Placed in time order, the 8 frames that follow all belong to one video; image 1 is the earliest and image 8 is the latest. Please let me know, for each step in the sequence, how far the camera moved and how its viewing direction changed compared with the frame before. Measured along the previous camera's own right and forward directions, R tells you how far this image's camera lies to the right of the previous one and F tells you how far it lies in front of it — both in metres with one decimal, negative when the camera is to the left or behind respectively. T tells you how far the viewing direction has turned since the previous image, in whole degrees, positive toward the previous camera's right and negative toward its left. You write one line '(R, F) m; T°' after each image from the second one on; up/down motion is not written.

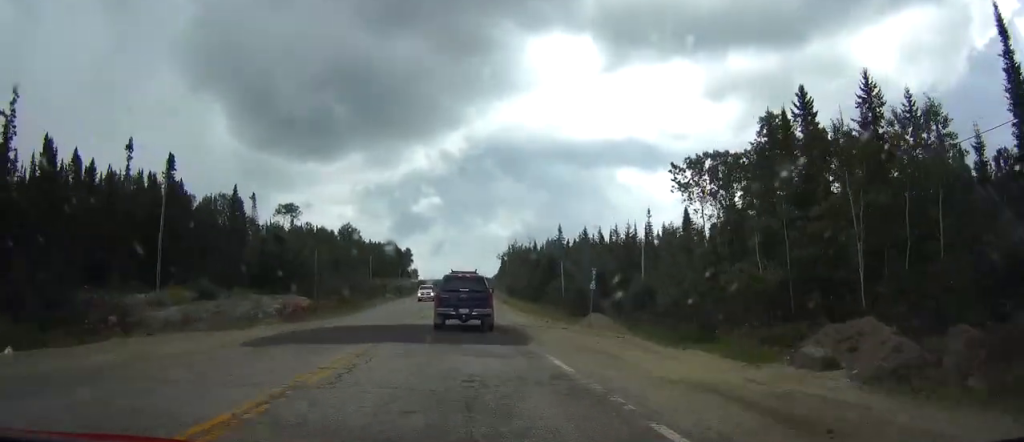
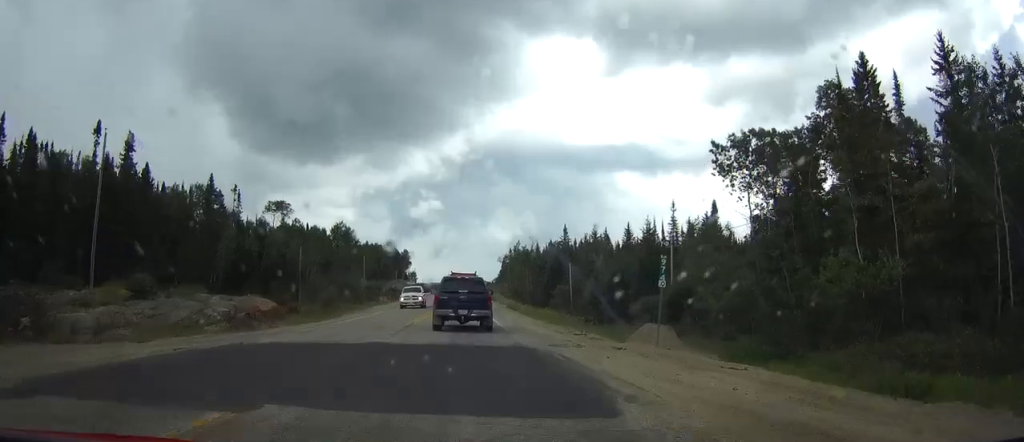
(0.0, +10.3) m; 0°
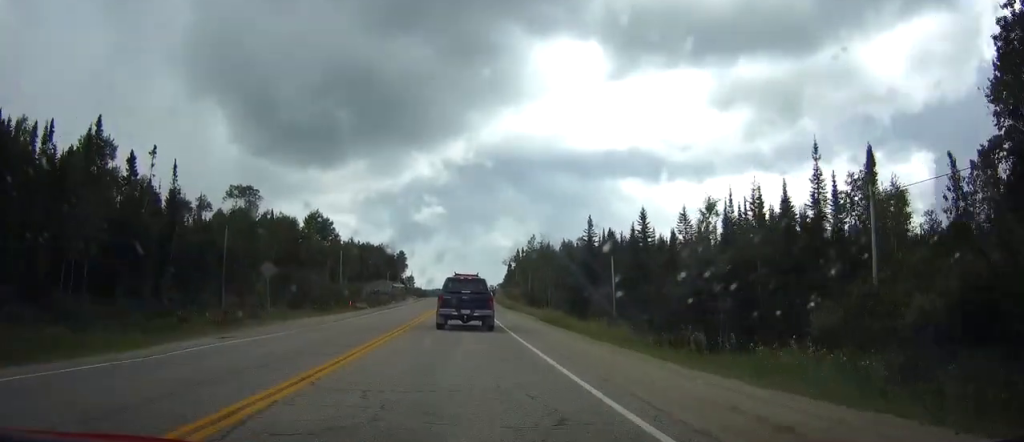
(0.0, +32.9) m; 0°
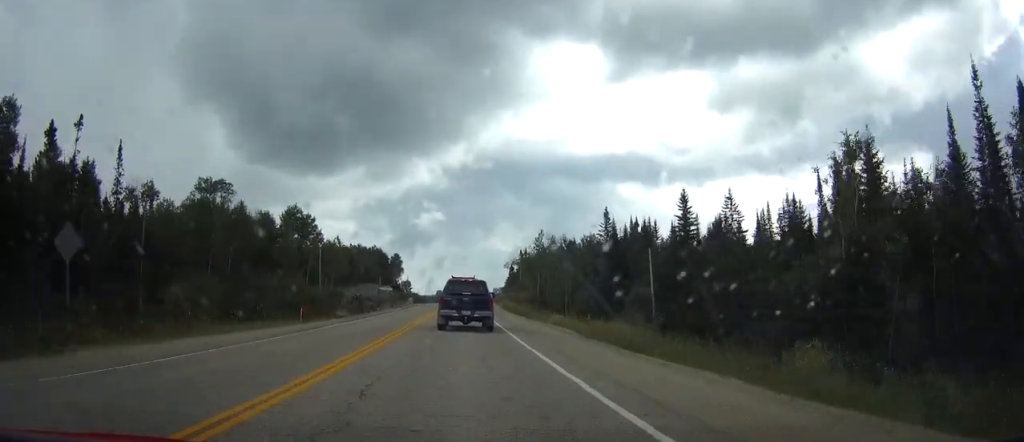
(0.0, +18.6) m; 0°
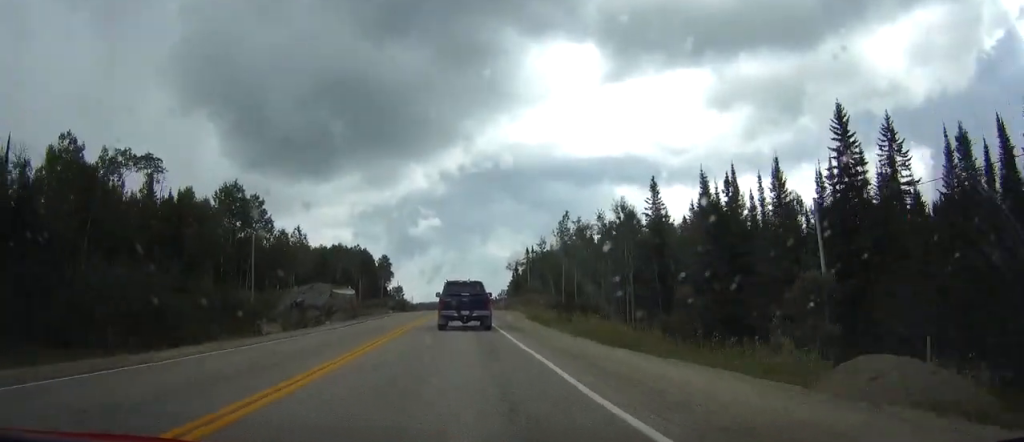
(0.0, +35.1) m; 0°
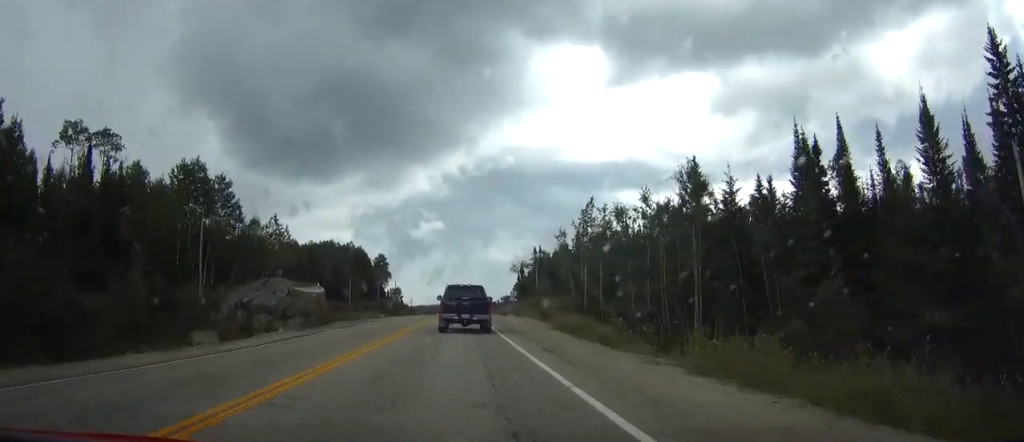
(0.0, +16.5) m; 0°
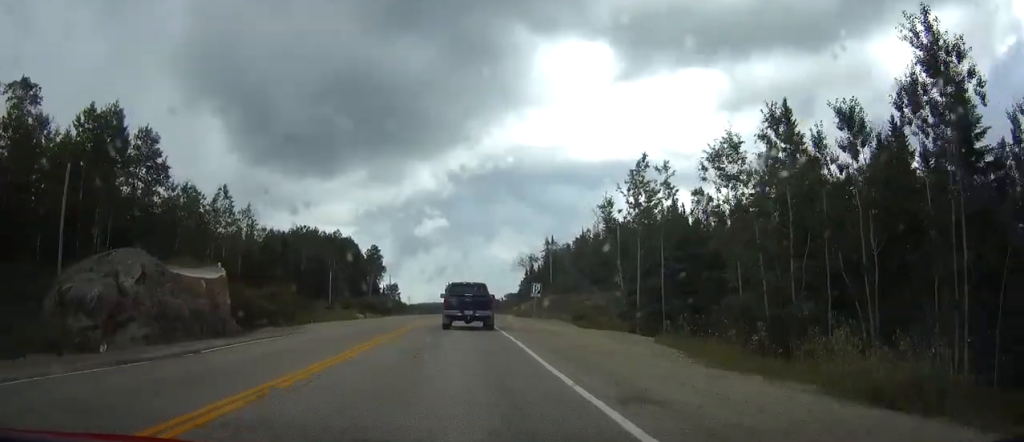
(0.0, +23.8) m; 0°
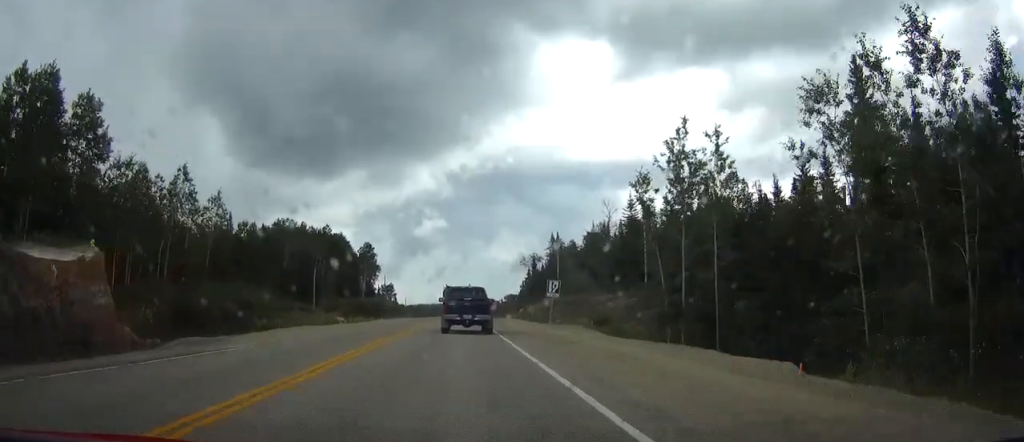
(0.0, +12.4) m; 0°
